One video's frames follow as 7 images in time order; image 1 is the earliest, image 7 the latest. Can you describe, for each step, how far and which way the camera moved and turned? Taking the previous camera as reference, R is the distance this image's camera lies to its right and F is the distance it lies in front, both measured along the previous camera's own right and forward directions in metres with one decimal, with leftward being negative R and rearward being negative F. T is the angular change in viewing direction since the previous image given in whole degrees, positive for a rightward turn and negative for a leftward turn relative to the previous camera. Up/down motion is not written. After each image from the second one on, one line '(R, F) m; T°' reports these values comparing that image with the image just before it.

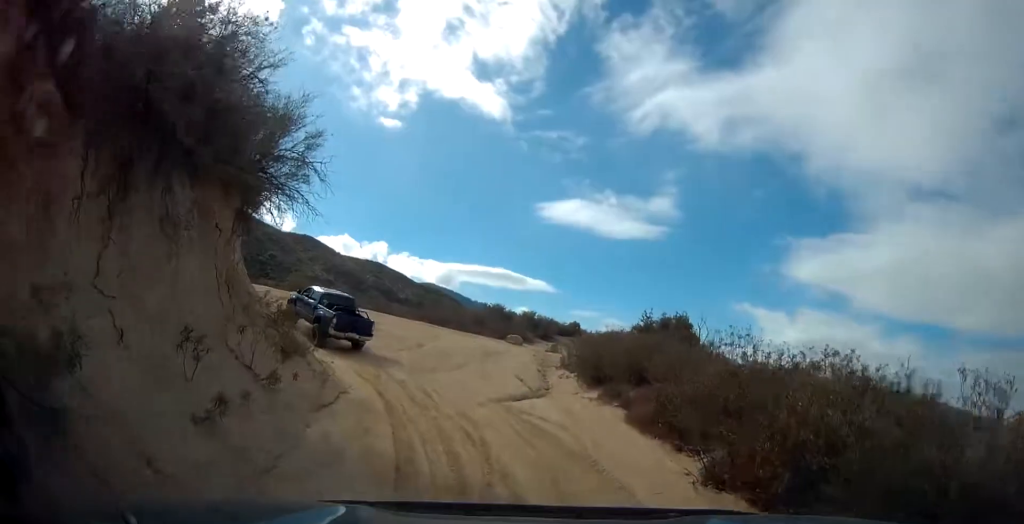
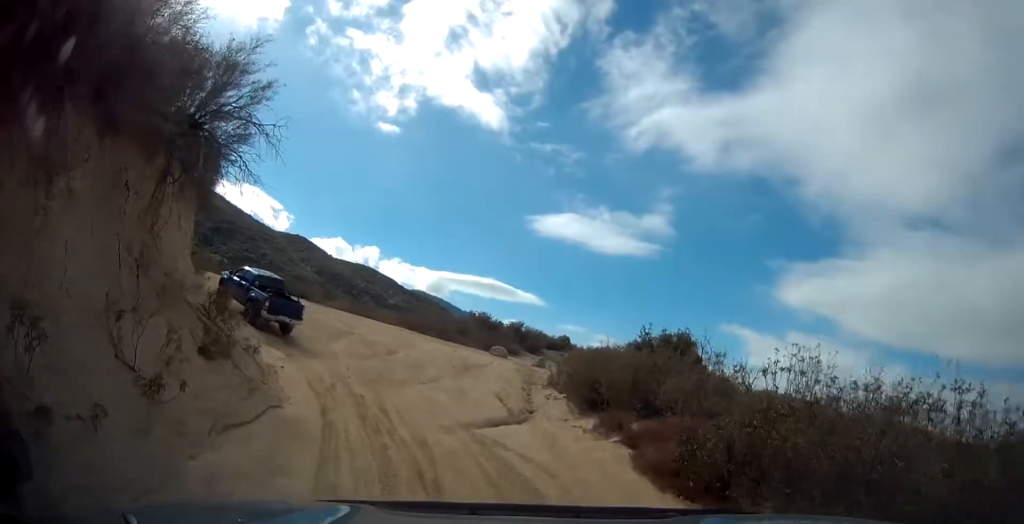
(-0.4, +2.6) m; -2°
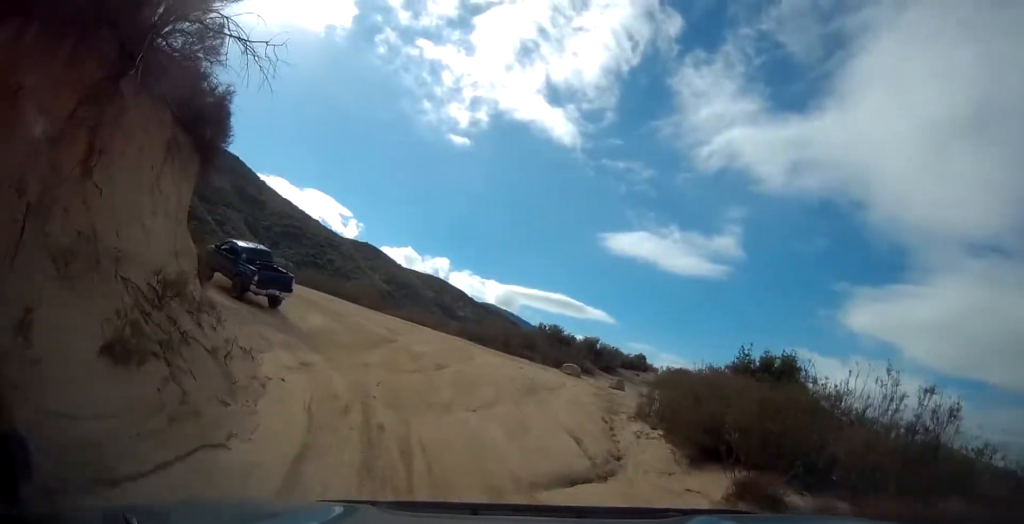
(+0.3, +3.6) m; -1°
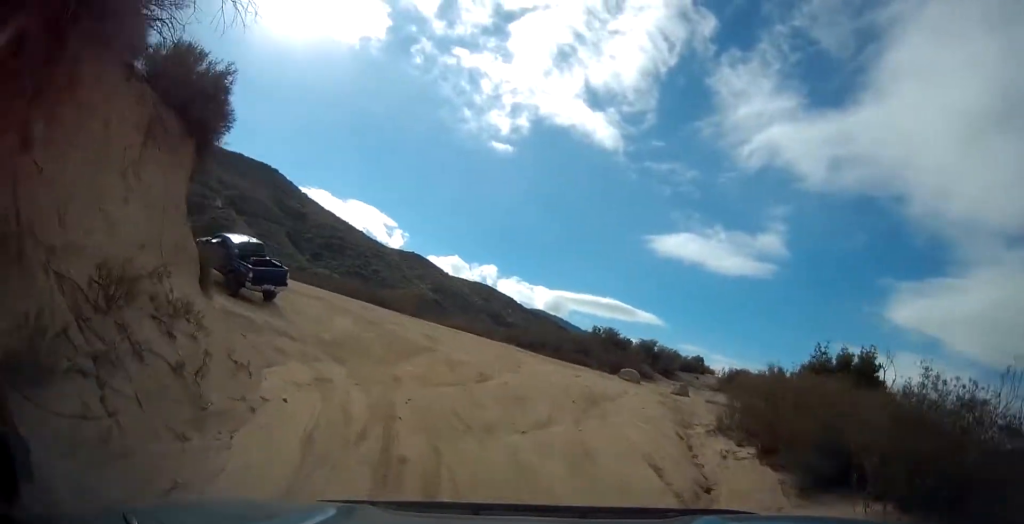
(-0.2, +2.1) m; -4°
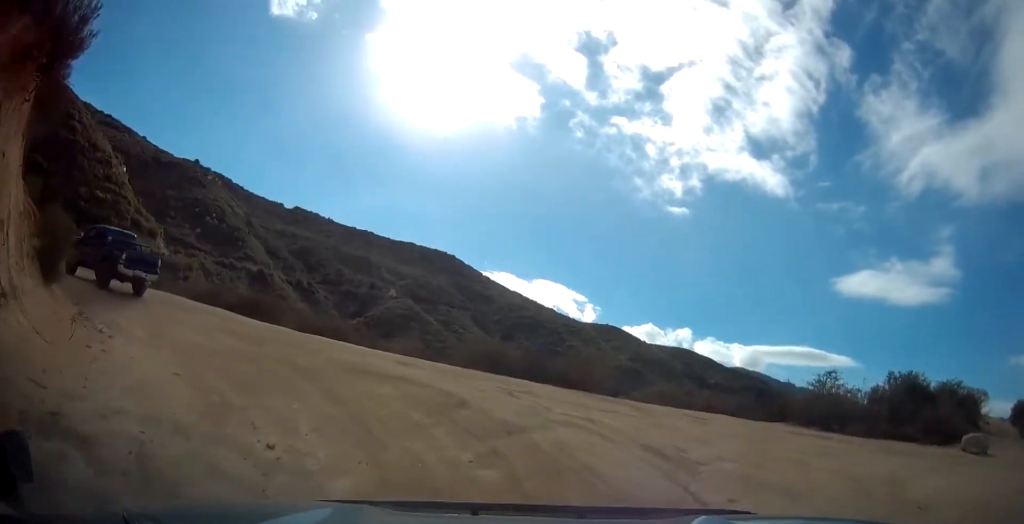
(-2.7, +10.8) m; -23°
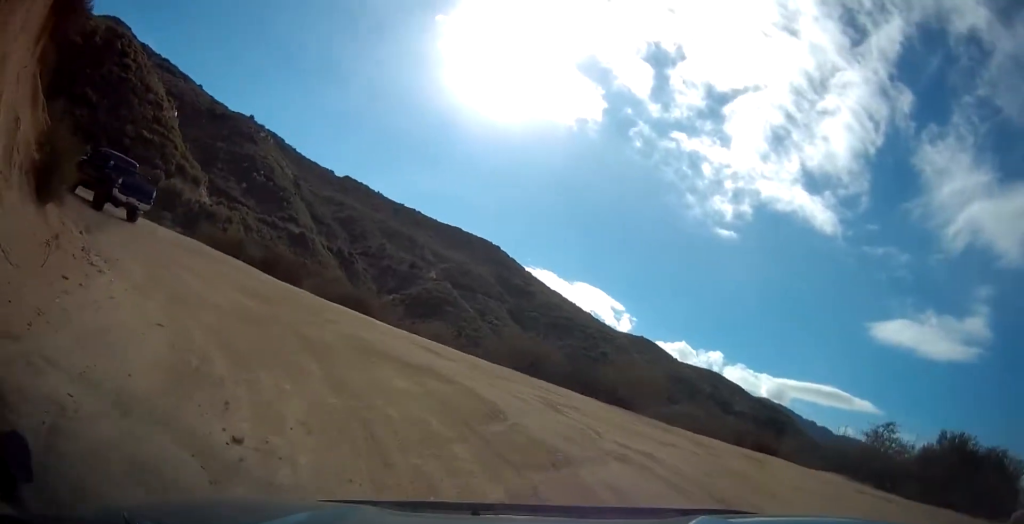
(-0.2, +1.7) m; -4°
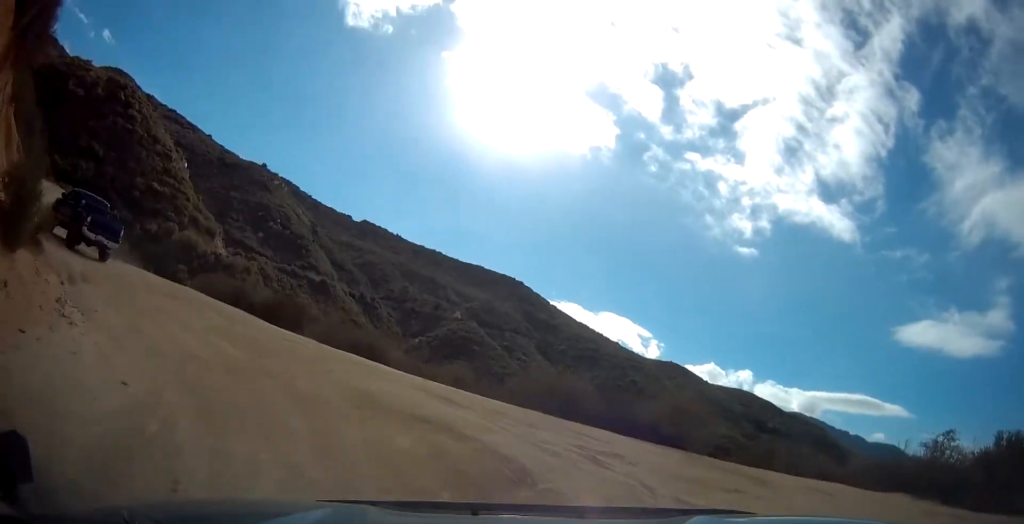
(-0.1, +1.7) m; -4°
